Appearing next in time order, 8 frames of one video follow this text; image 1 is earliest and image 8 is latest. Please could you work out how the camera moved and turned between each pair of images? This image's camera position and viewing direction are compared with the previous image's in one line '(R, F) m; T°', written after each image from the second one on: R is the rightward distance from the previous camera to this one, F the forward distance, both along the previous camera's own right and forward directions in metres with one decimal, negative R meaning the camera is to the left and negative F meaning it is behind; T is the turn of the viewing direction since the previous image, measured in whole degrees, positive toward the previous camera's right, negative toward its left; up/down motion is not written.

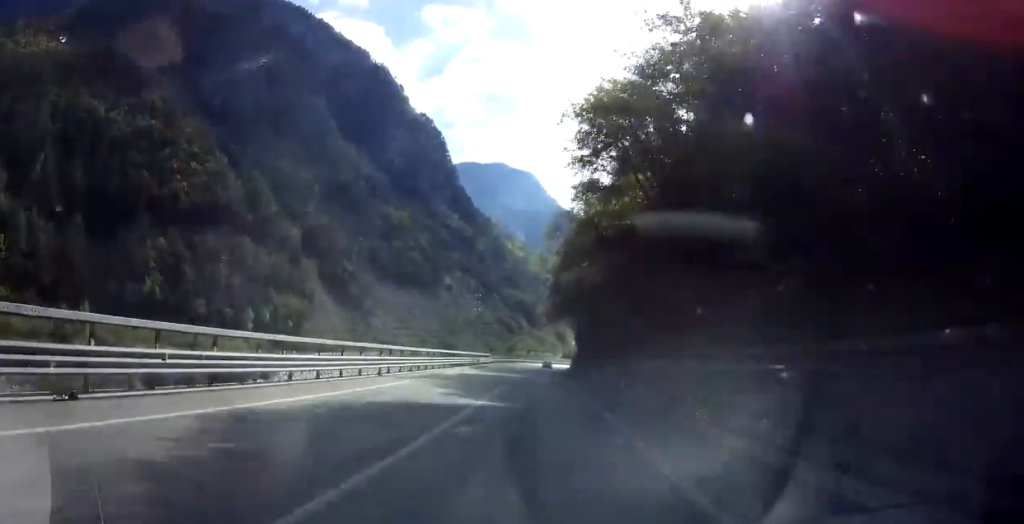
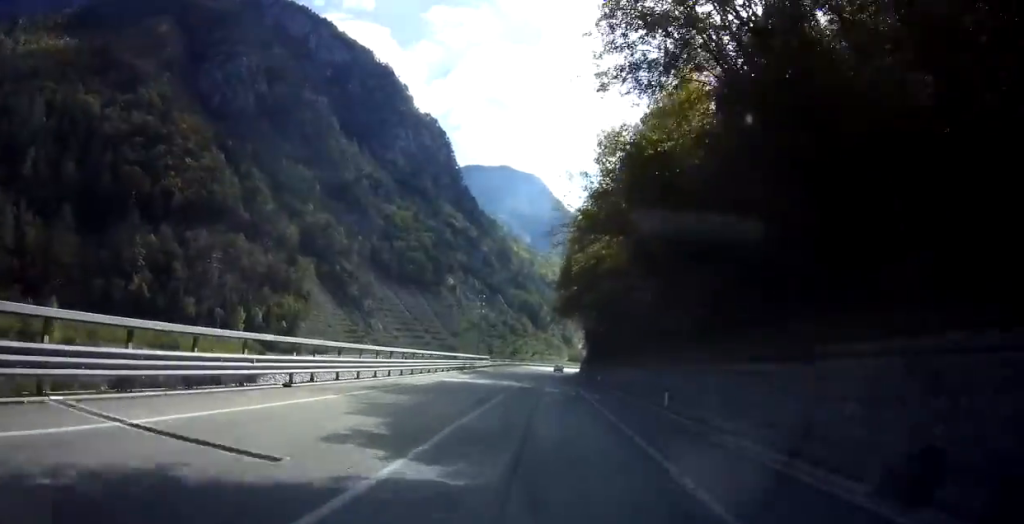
(-0.4, +10.0) m; -1°
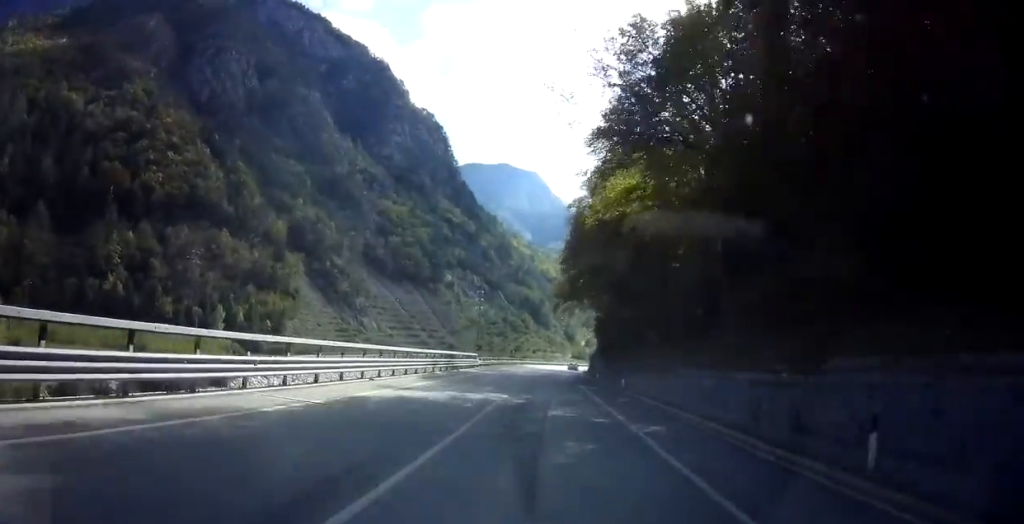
(0.0, +13.6) m; 0°
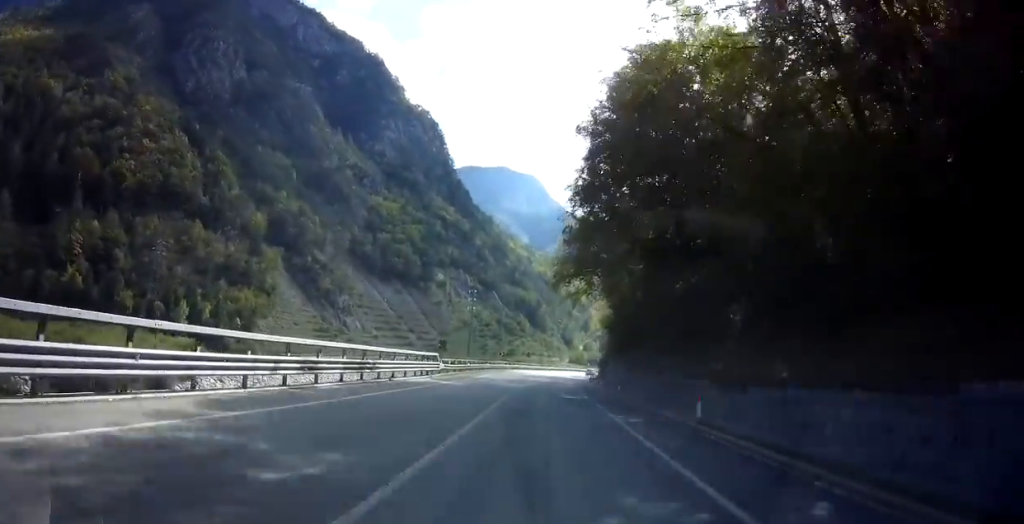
(+0.1, +18.6) m; 0°
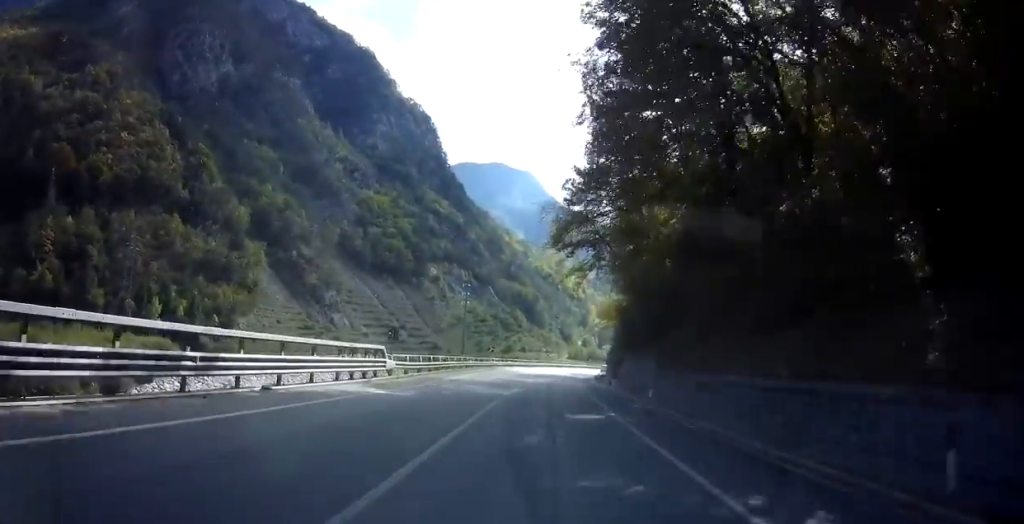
(0.0, +11.4) m; 0°
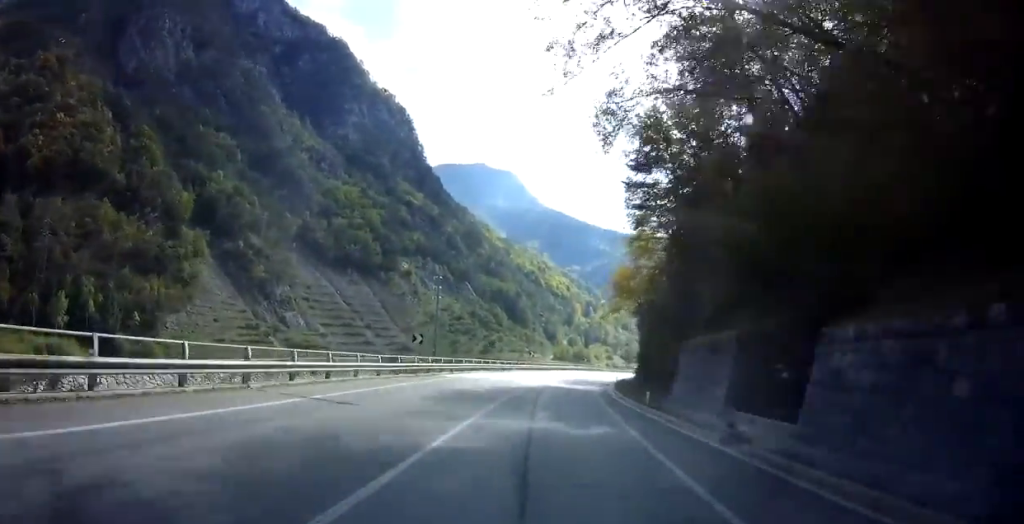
(+0.3, +29.3) m; +3°
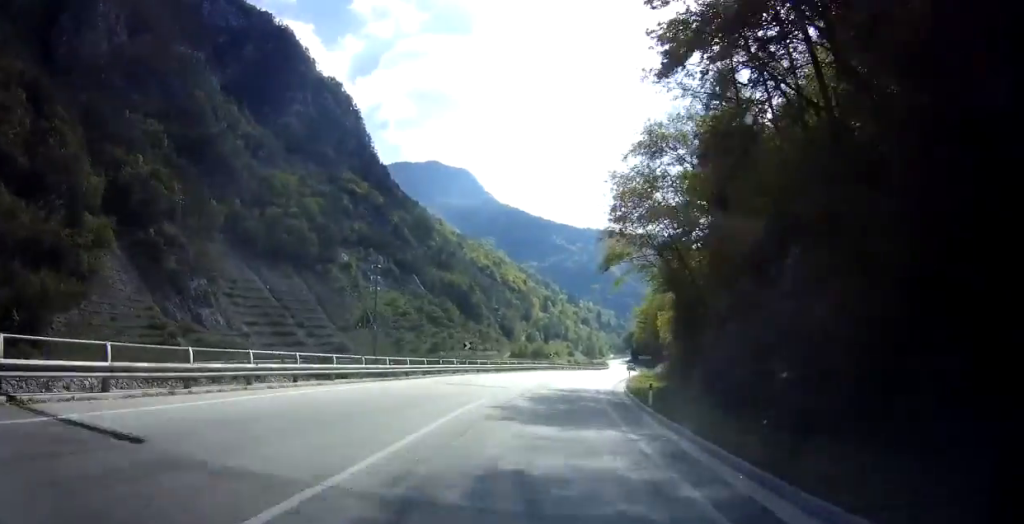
(+1.5, +27.5) m; +6°
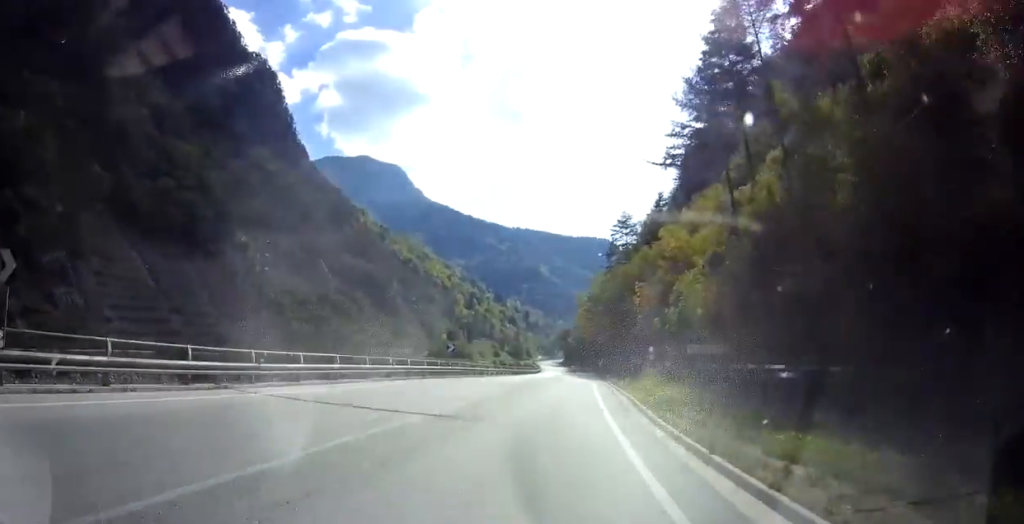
(+2.1, +34.4) m; +5°
